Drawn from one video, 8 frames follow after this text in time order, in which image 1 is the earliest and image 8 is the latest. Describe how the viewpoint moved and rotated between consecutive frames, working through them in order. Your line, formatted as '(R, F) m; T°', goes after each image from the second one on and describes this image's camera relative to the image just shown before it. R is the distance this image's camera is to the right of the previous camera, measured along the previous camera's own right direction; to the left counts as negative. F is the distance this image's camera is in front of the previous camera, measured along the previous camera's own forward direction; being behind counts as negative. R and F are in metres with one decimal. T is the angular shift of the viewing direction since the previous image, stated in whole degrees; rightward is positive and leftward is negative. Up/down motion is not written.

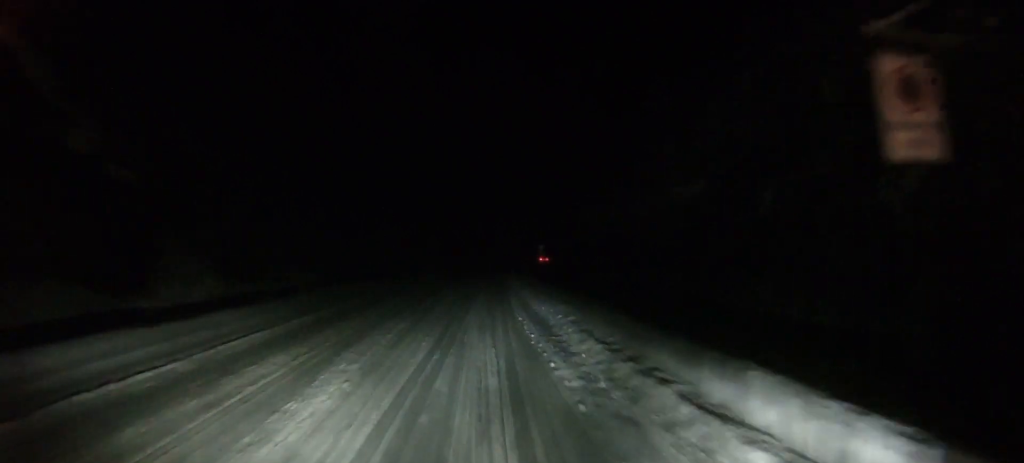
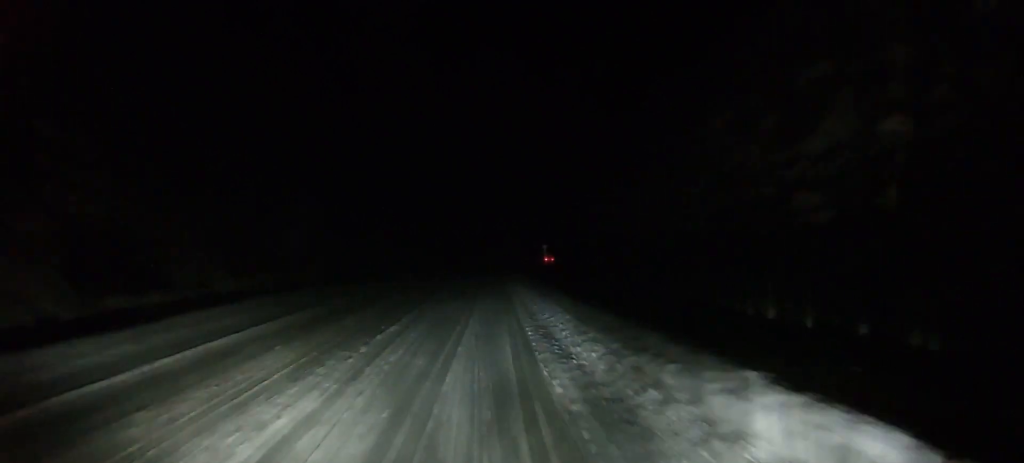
(0.0, +14.2) m; -1°
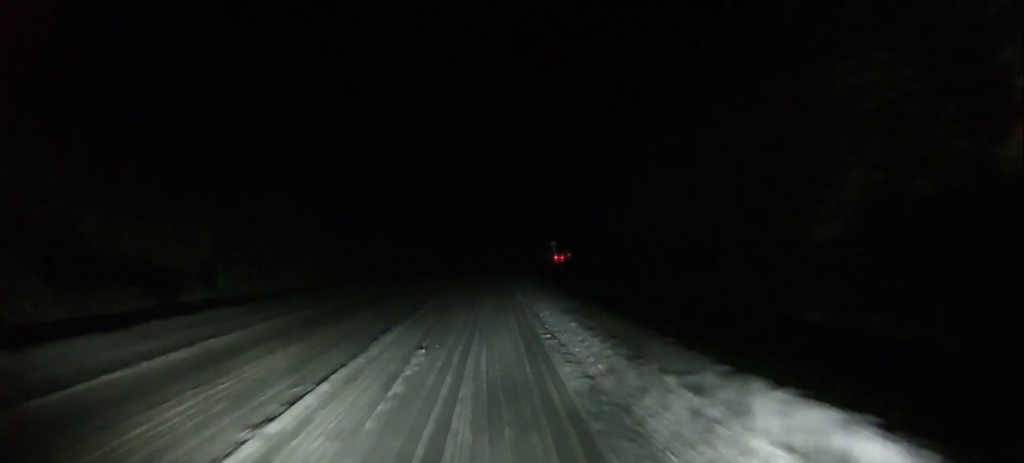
(0.0, +17.0) m; +2°
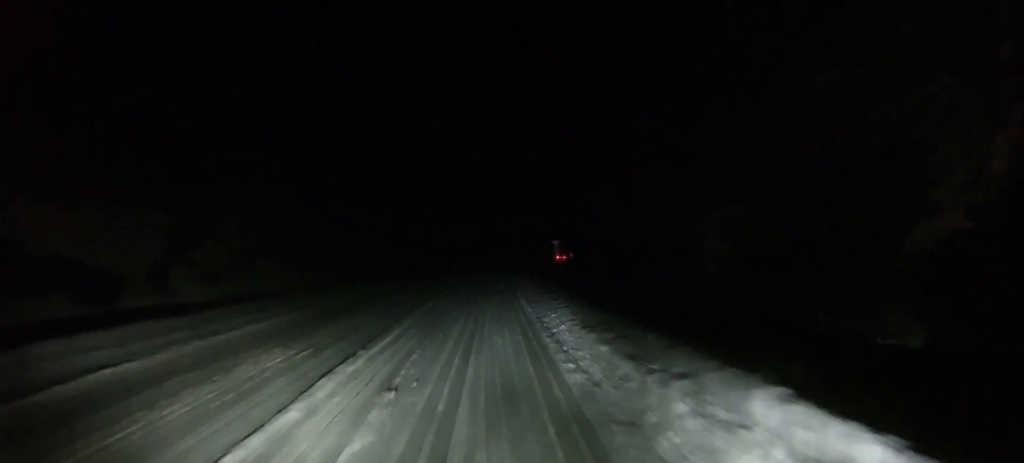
(+0.2, +5.3) m; +1°
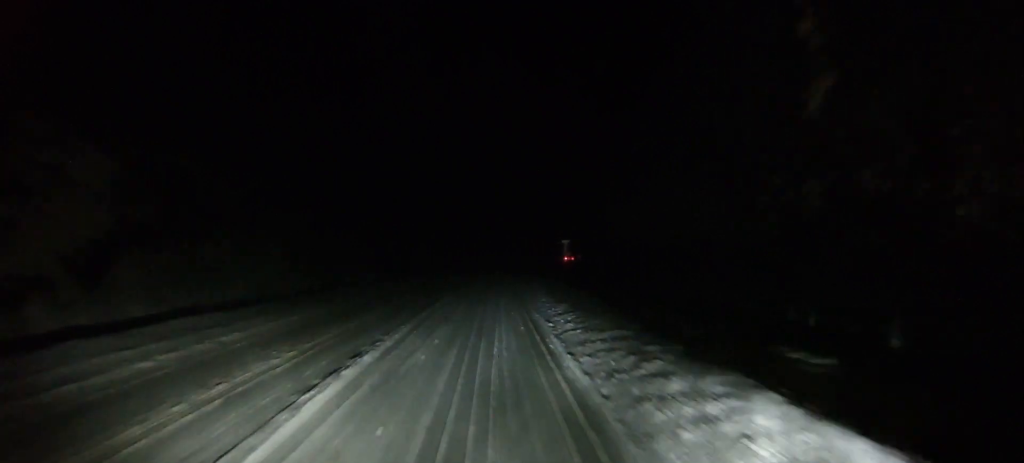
(0.0, +16.0) m; -1°
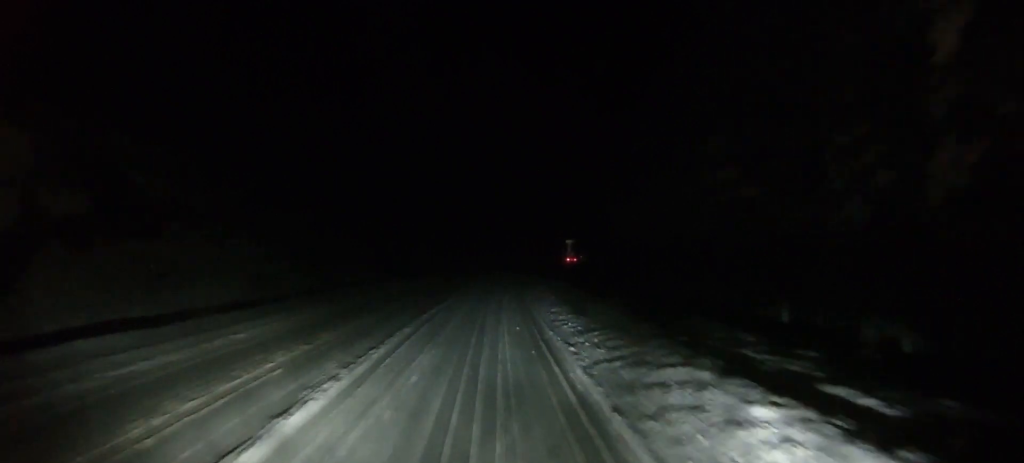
(0.0, +5.7) m; 0°
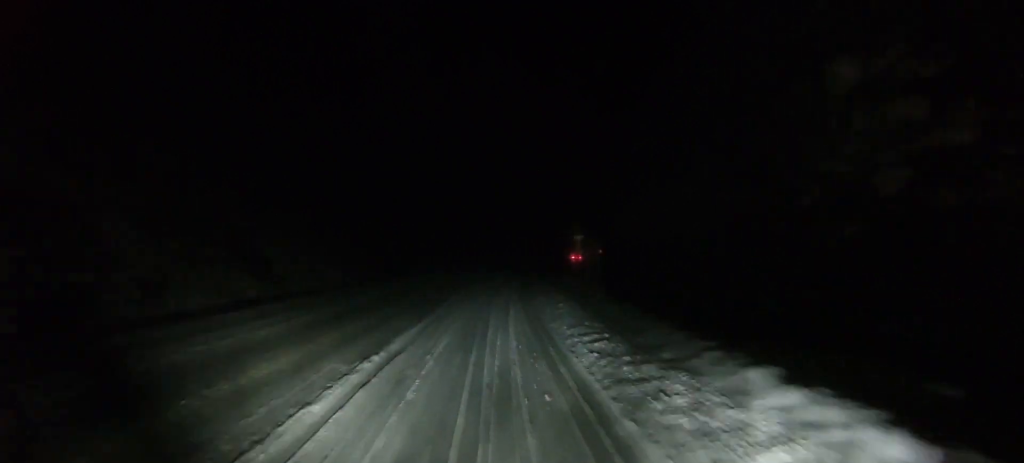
(0.0, +11.7) m; 0°
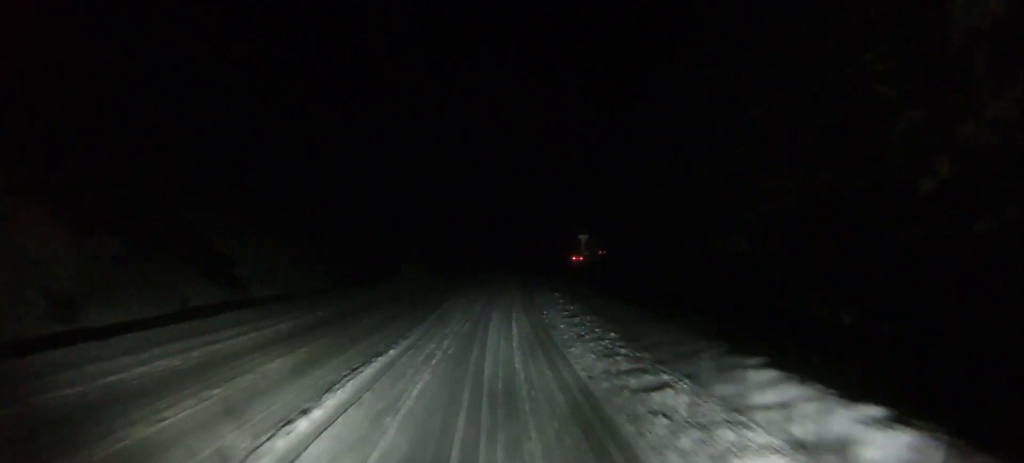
(+0.1, +5.9) m; 0°
